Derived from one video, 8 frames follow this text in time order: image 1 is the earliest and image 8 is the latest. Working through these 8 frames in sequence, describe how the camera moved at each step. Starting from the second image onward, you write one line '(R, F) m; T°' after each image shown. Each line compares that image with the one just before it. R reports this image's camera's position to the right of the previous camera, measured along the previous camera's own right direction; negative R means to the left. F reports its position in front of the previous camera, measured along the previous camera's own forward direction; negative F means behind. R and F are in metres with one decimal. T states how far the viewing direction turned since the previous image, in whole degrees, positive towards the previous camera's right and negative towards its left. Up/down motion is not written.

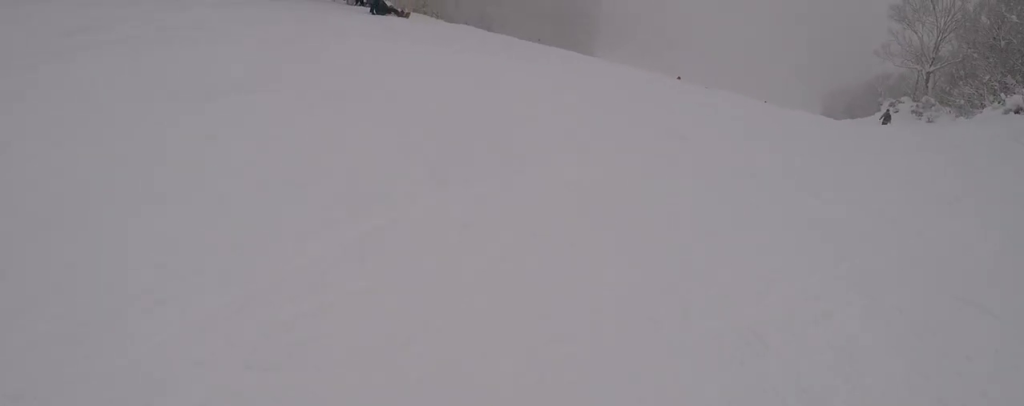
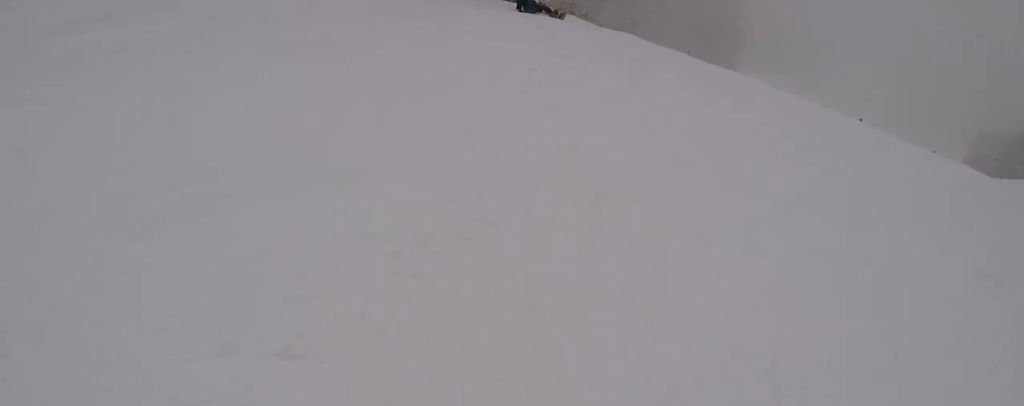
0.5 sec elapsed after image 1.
(-1.0, +3.1) m; -3°
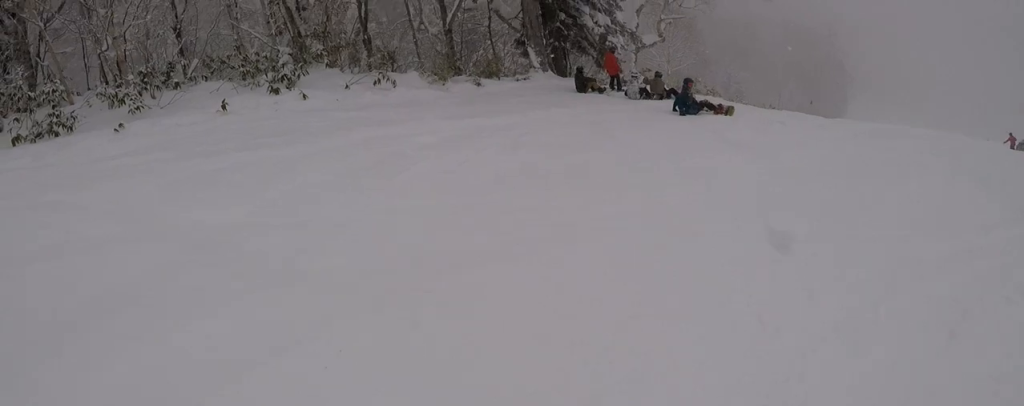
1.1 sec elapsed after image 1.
(-0.3, +3.3) m; +7°
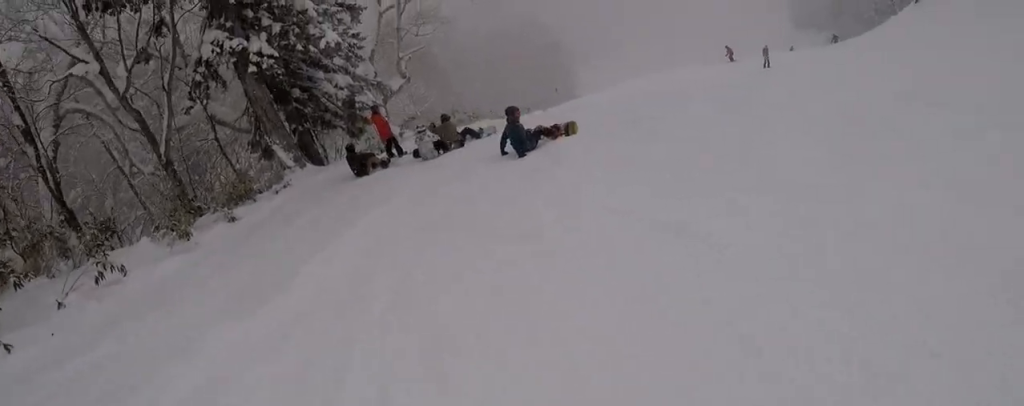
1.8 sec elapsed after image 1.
(+0.5, +3.7) m; +32°
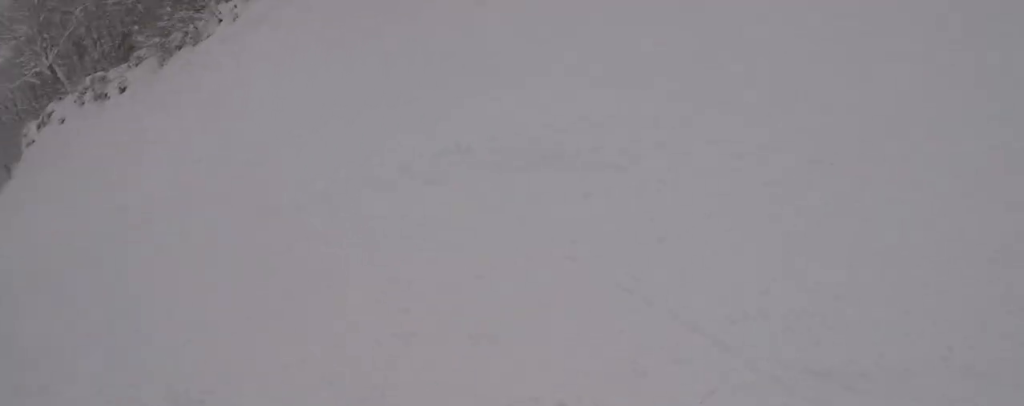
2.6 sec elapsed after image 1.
(+1.8, +3.1) m; +30°
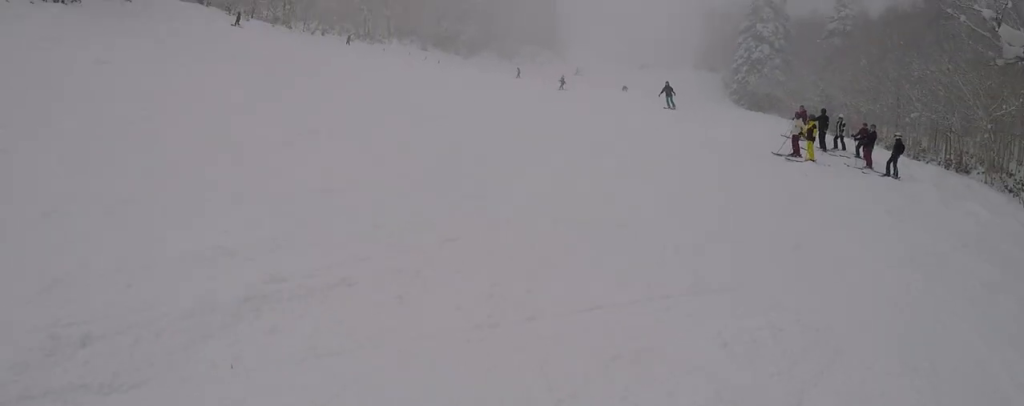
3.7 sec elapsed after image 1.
(+0.9, +4.5) m; +14°
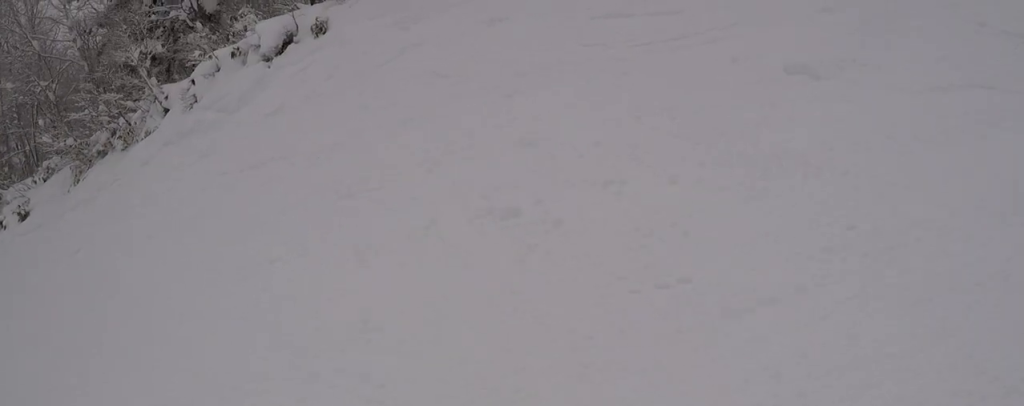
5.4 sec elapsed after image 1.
(+1.3, +5.9) m; +25°
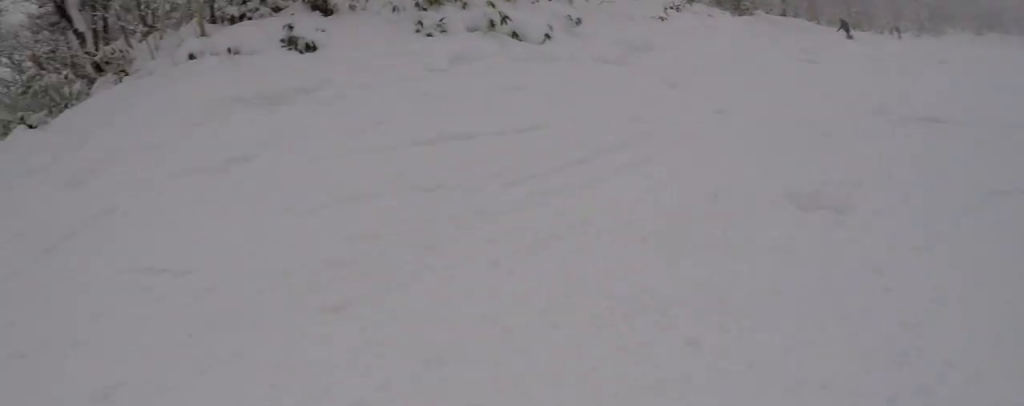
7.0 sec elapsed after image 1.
(+0.1, +4.8) m; -19°
